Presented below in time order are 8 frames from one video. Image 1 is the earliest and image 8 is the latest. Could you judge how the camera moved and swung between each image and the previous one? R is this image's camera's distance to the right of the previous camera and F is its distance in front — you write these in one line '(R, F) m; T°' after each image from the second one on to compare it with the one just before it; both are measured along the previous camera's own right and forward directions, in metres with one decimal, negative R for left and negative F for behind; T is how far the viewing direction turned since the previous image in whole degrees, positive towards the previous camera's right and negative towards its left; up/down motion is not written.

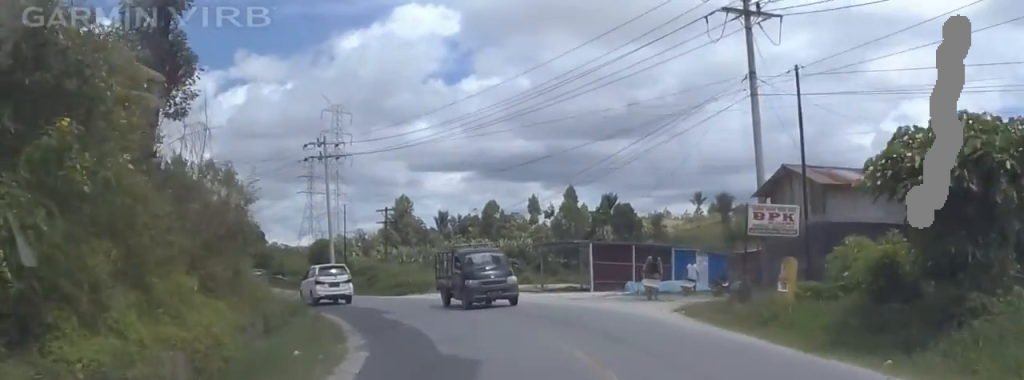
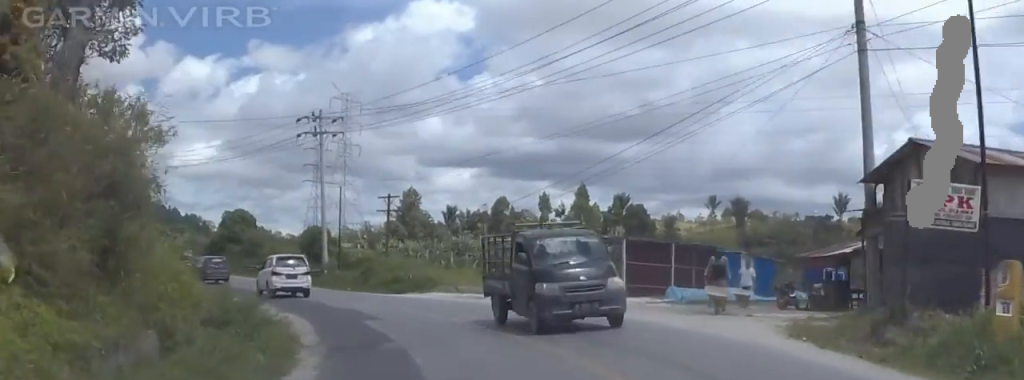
(-0.4, +6.9) m; 0°
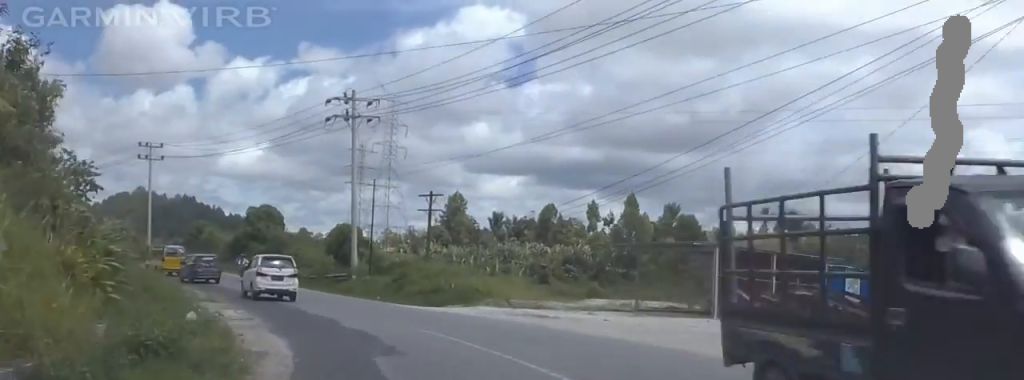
(+0.6, +7.5) m; 0°
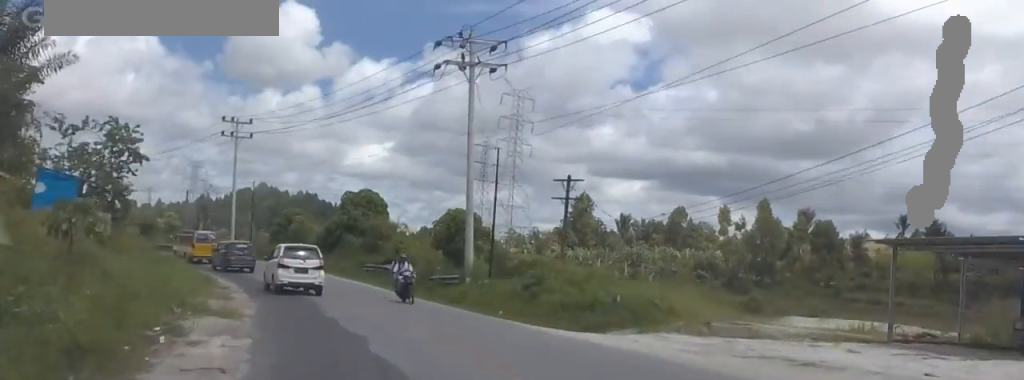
(-0.1, +12.6) m; -5°
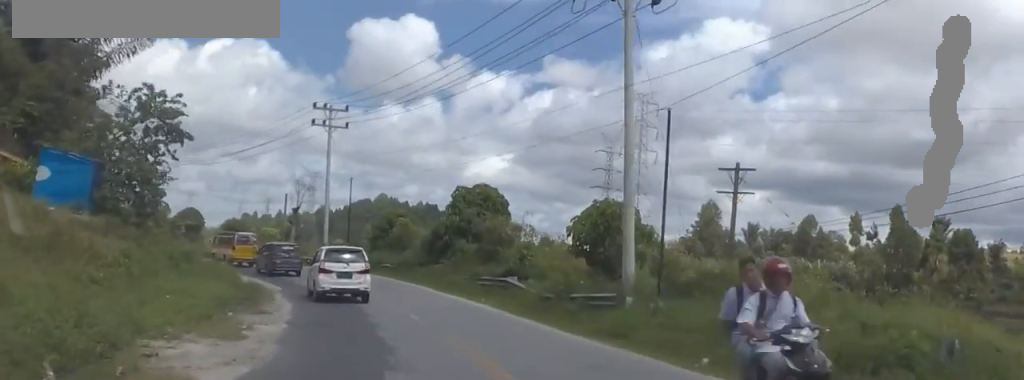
(-0.7, +10.6) m; -8°
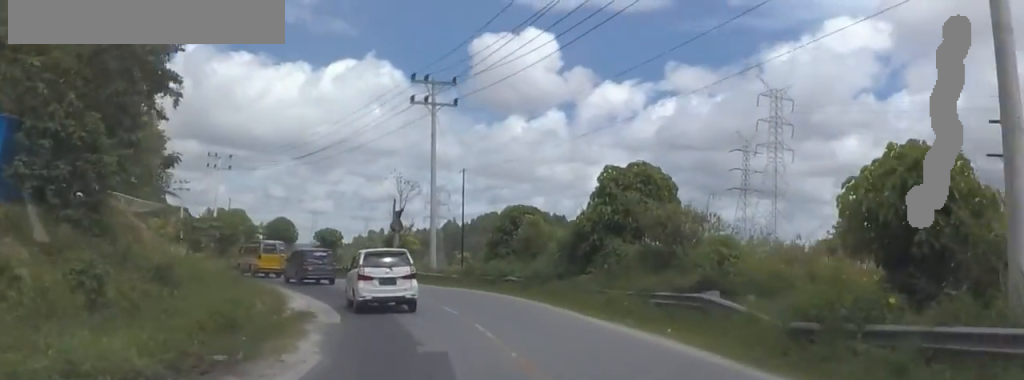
(-1.1, +12.6) m; -7°
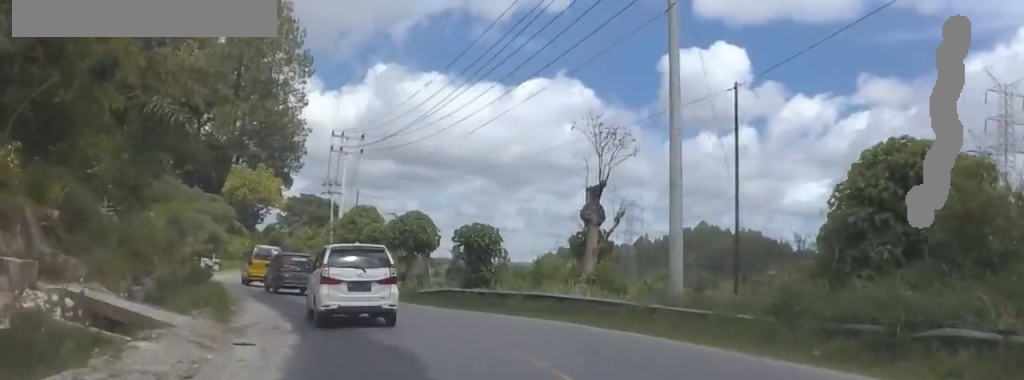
(-2.5, +24.3) m; -11°
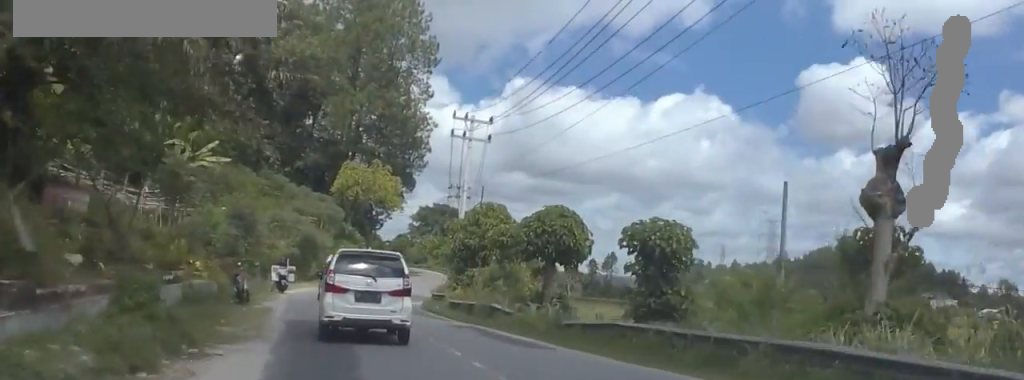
(-0.2, +13.3) m; -8°
